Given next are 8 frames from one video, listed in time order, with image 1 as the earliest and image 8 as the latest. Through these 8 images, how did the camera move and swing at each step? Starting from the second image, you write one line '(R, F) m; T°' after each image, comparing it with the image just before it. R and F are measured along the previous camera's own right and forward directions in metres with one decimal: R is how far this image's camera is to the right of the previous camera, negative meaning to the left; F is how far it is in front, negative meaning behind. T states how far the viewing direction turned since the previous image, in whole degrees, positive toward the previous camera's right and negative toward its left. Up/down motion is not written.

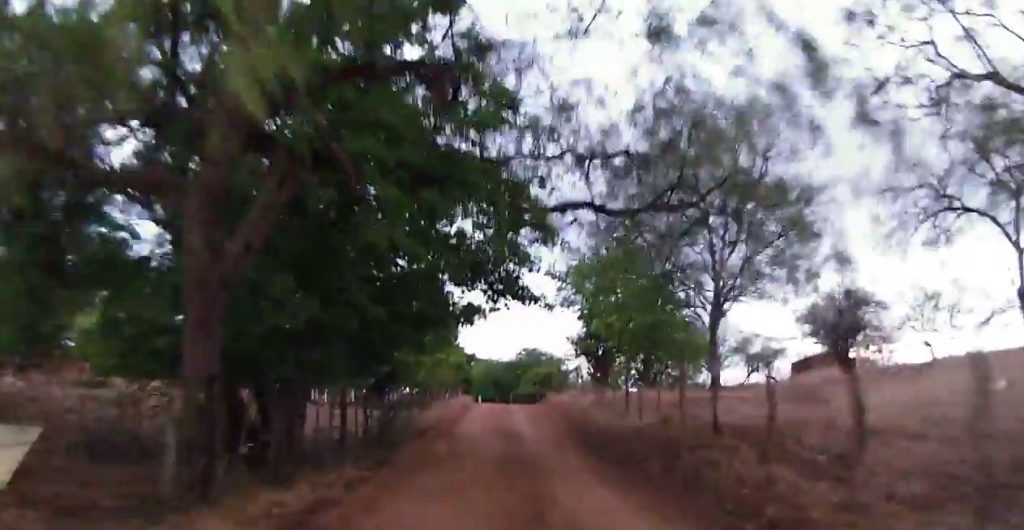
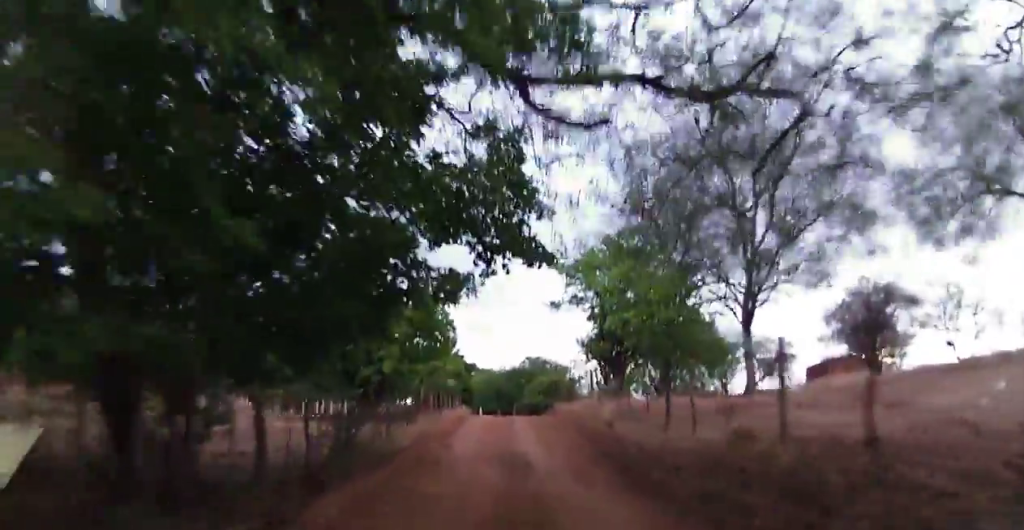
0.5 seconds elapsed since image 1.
(0.0, +4.9) m; -1°
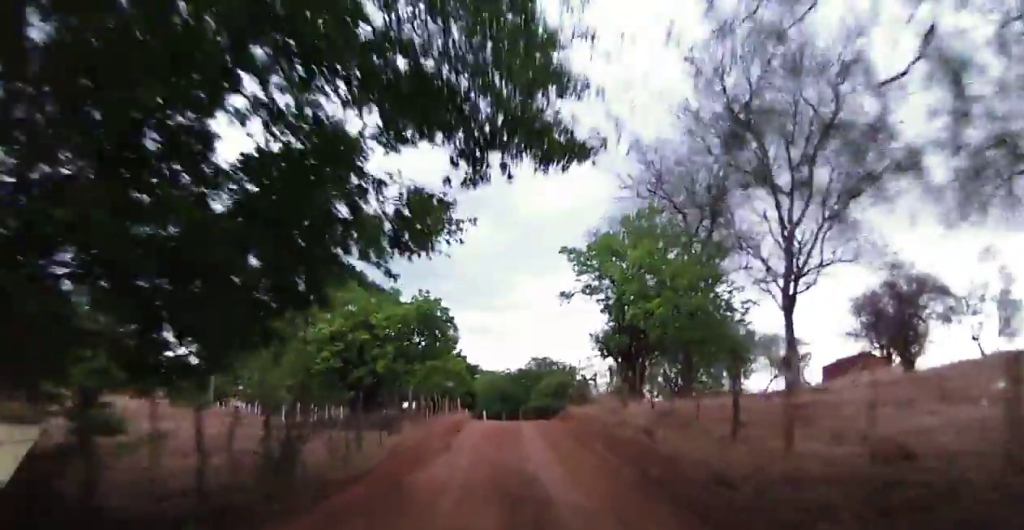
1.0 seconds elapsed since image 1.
(0.0, +4.3) m; -1°
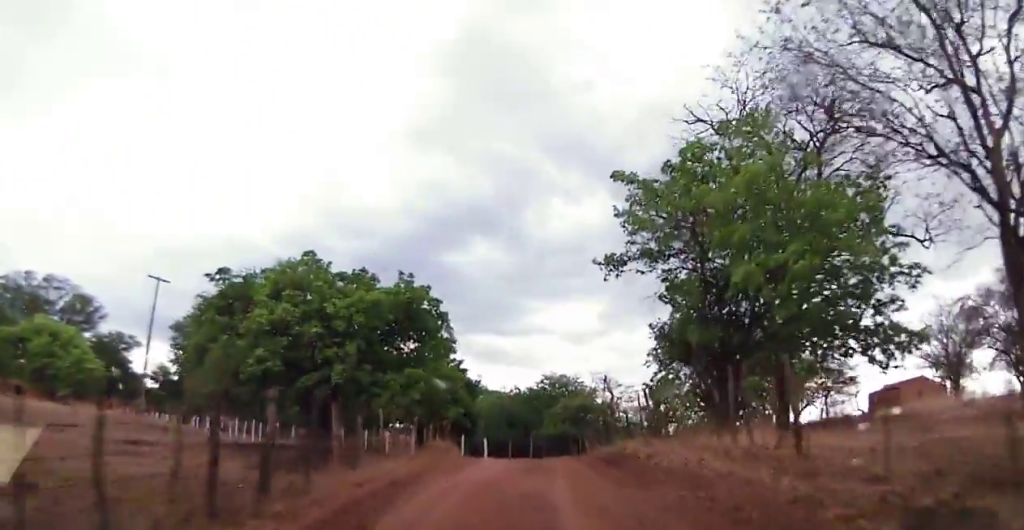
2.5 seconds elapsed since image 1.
(-0.4, +13.3) m; -3°
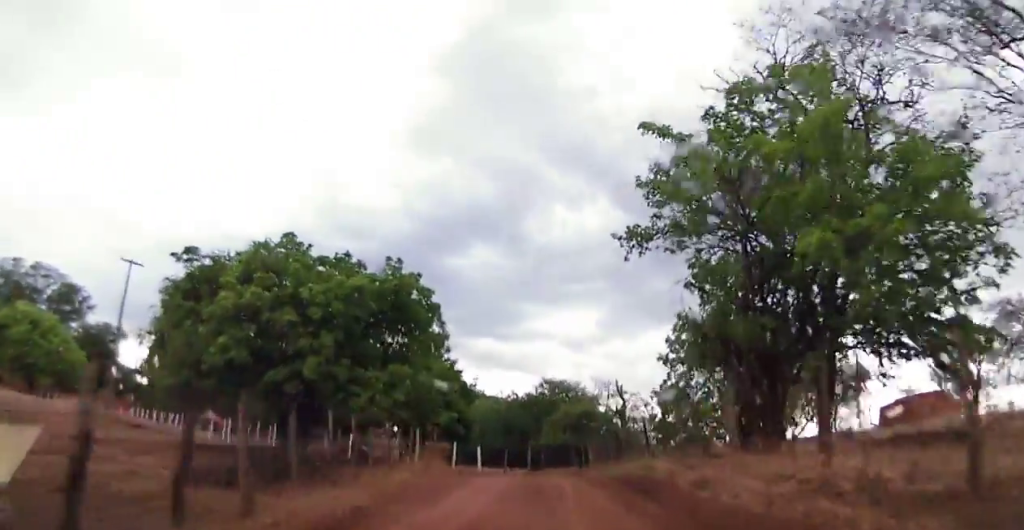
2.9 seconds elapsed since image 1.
(0.0, +4.1) m; -1°
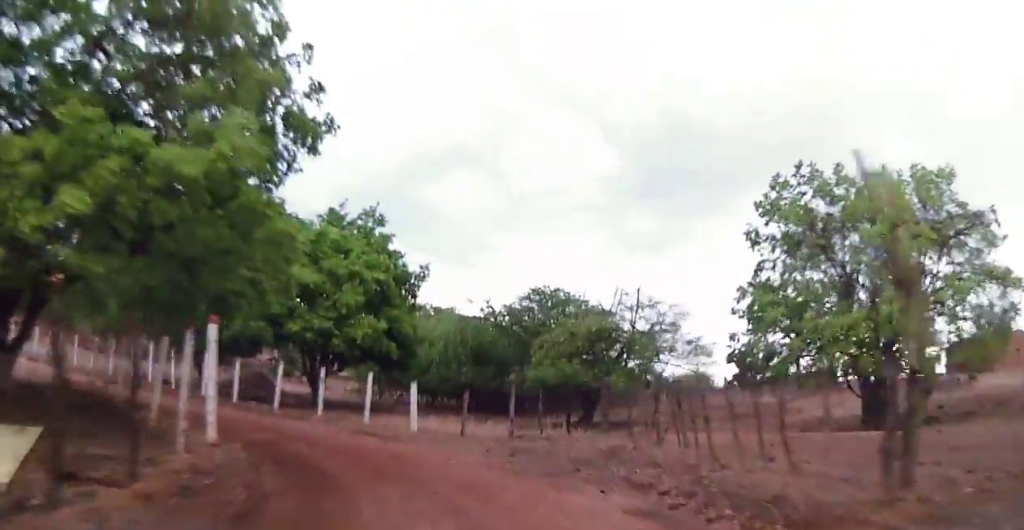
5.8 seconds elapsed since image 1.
(+0.5, +23.0) m; +2°
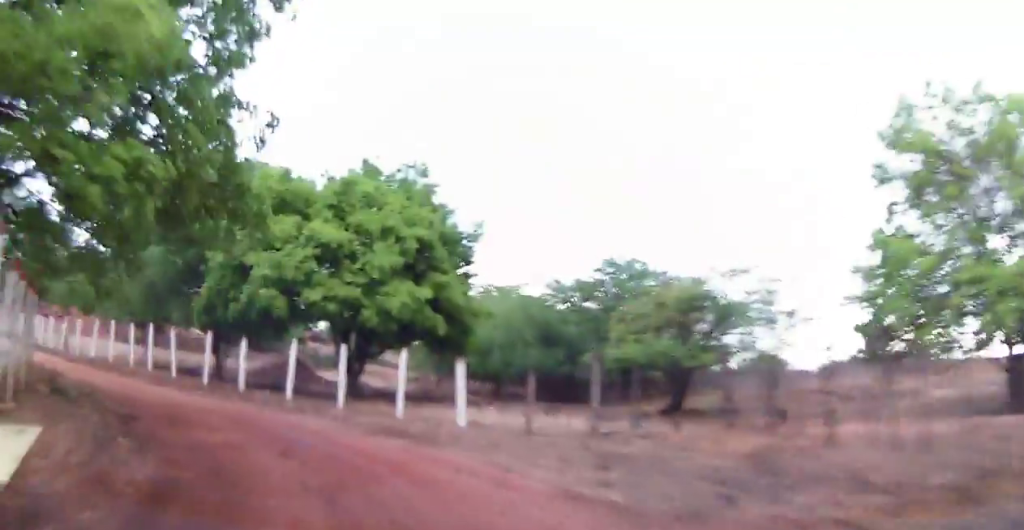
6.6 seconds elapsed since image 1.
(-0.1, +6.2) m; -8°
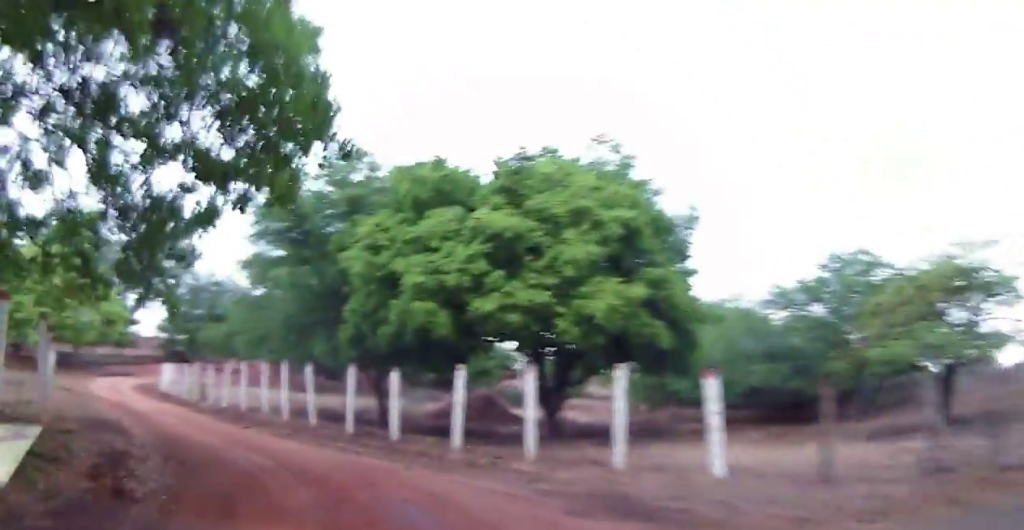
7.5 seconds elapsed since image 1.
(-0.6, +6.4) m; -16°
